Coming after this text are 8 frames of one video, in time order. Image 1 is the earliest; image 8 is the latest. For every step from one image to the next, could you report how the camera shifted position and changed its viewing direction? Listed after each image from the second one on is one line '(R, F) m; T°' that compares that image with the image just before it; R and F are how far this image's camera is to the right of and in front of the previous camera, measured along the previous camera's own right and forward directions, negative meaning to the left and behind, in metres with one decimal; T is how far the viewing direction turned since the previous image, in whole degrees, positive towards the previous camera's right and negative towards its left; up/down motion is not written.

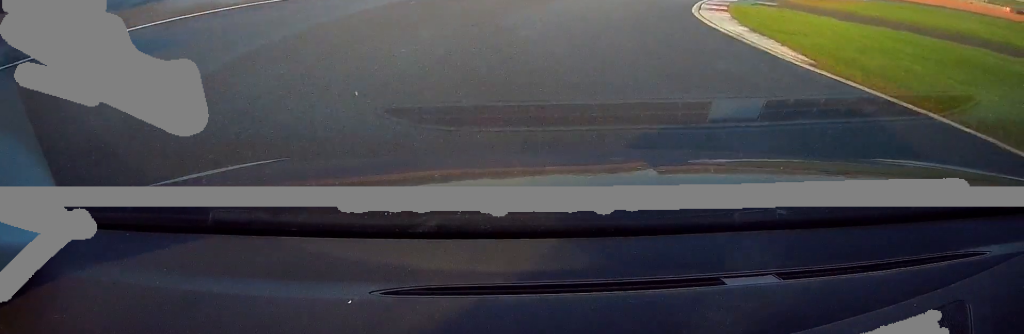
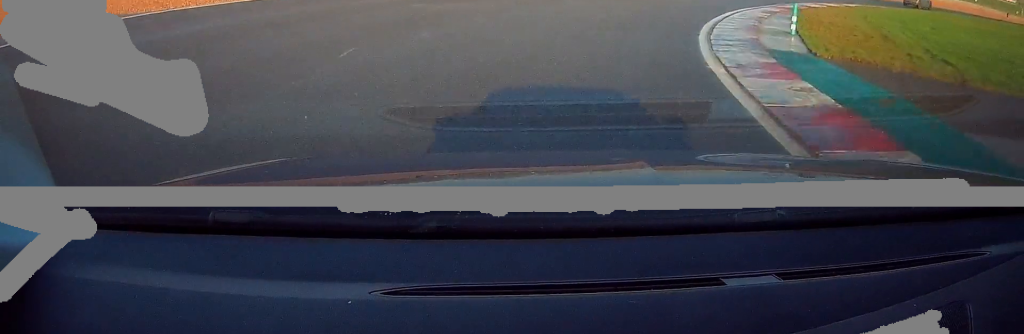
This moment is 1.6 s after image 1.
(+4.1, +27.3) m; +20°
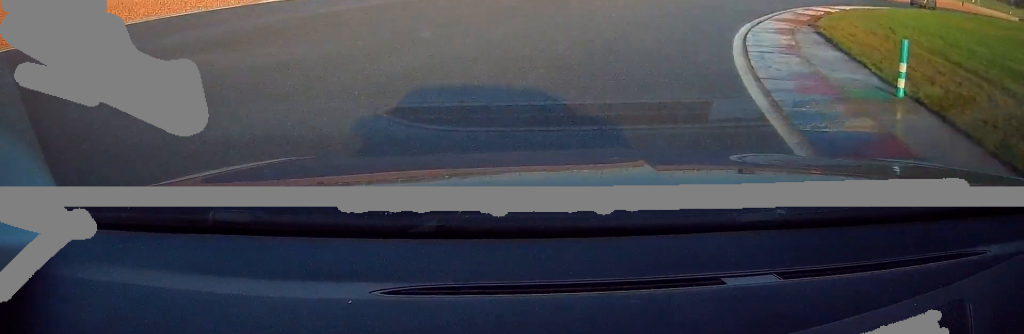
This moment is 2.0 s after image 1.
(+0.7, +7.6) m; +8°
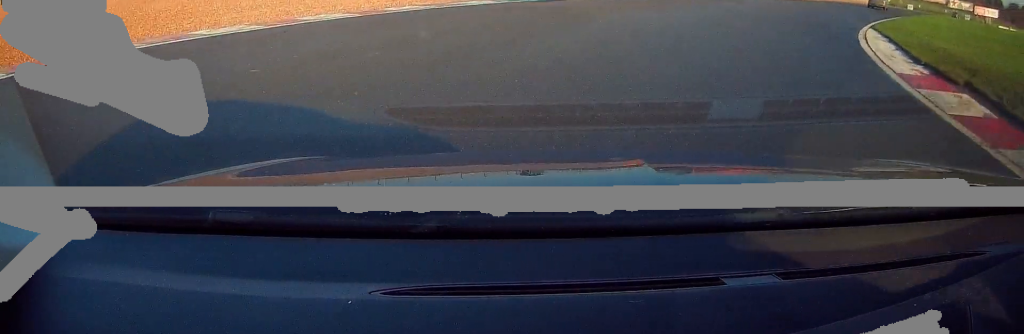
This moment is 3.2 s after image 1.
(+3.3, +18.9) m; +21°
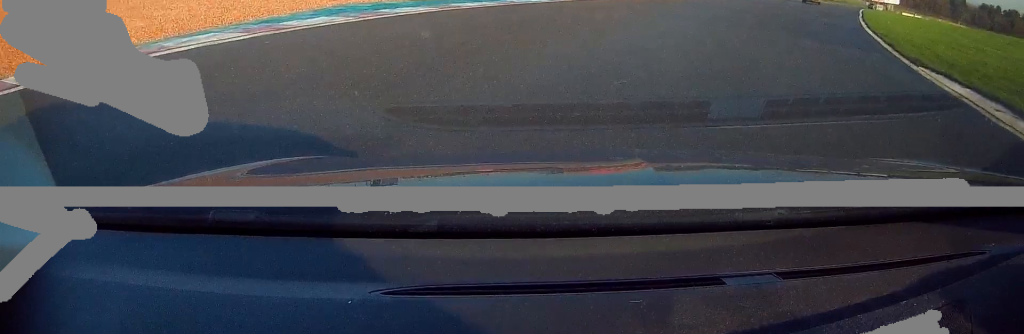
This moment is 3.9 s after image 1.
(+1.2, +10.2) m; +11°
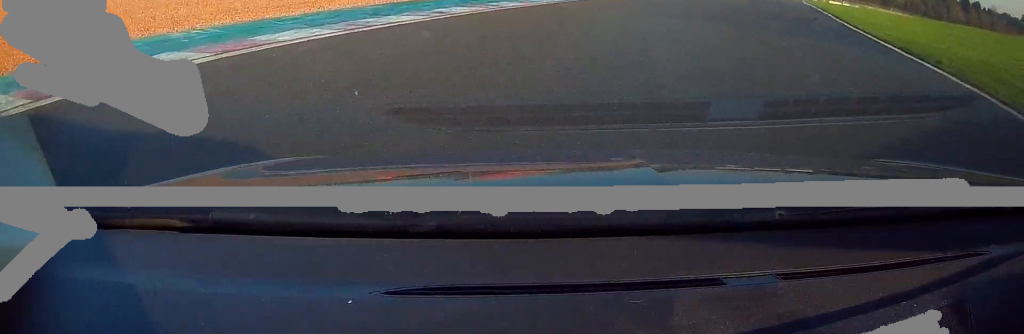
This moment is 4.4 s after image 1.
(+0.1, +7.7) m; +8°
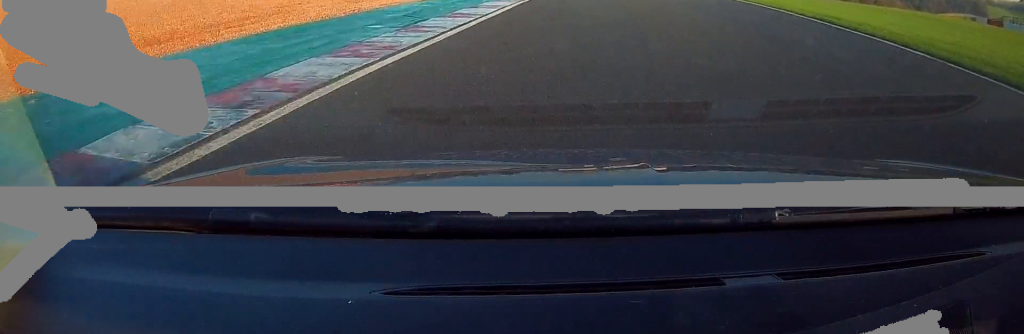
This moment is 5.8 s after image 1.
(+3.7, +20.4) m; +15°
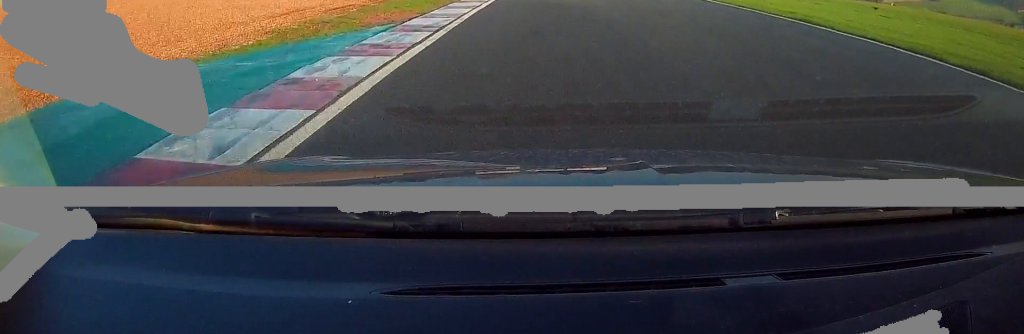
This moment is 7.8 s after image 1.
(+3.0, +31.9) m; +8°
